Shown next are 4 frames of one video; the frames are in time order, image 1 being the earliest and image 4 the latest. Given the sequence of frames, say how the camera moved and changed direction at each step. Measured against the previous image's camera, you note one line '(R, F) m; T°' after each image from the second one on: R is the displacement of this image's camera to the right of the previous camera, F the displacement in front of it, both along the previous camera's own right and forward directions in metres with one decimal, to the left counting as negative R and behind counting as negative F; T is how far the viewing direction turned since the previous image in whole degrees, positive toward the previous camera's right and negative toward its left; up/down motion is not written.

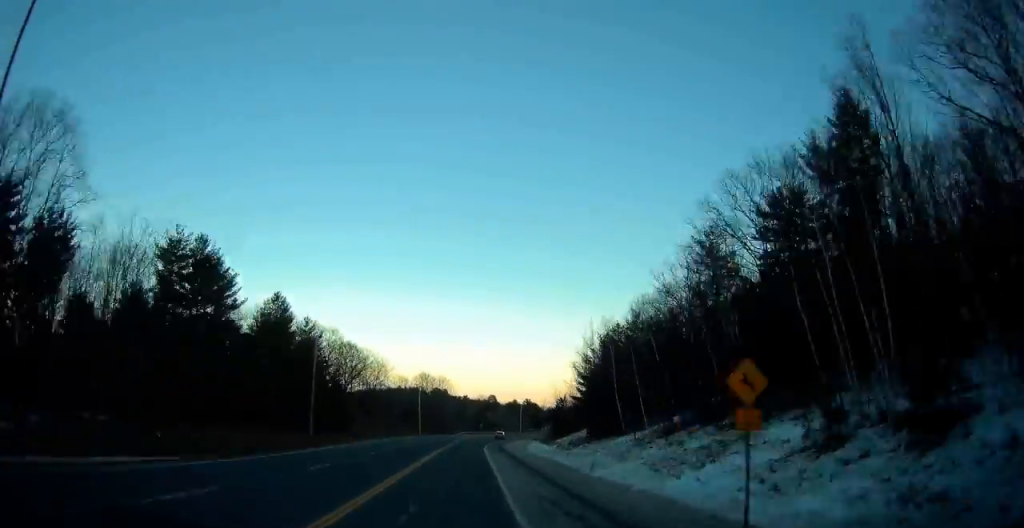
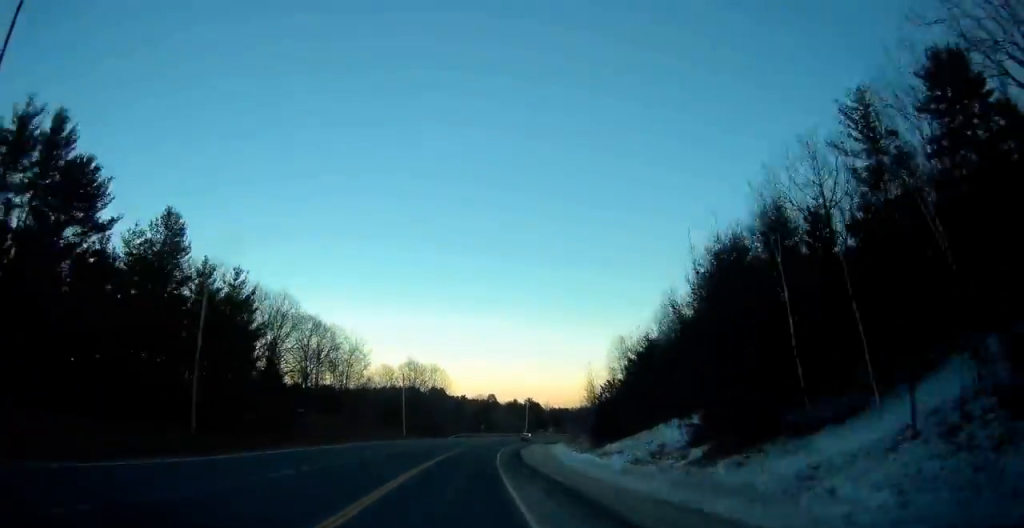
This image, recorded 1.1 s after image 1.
(-0.1, +29.0) m; +1°
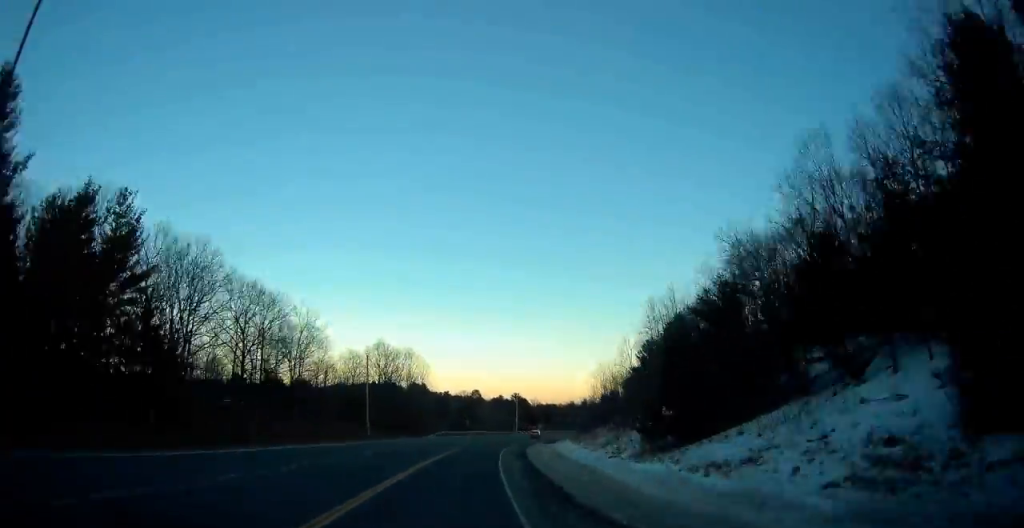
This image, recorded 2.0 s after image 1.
(-0.3, +22.3) m; +1°
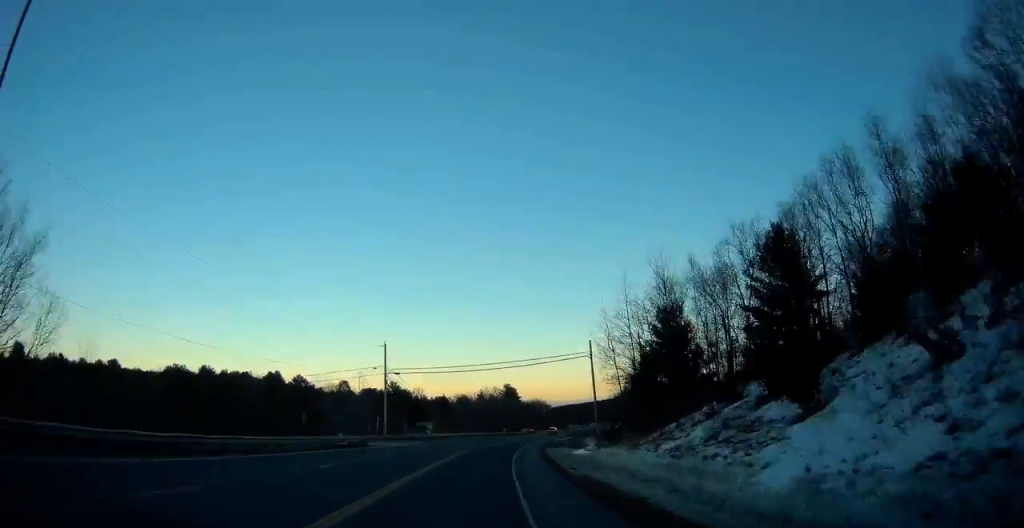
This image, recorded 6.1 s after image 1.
(+10.1, +103.5) m; +12°
